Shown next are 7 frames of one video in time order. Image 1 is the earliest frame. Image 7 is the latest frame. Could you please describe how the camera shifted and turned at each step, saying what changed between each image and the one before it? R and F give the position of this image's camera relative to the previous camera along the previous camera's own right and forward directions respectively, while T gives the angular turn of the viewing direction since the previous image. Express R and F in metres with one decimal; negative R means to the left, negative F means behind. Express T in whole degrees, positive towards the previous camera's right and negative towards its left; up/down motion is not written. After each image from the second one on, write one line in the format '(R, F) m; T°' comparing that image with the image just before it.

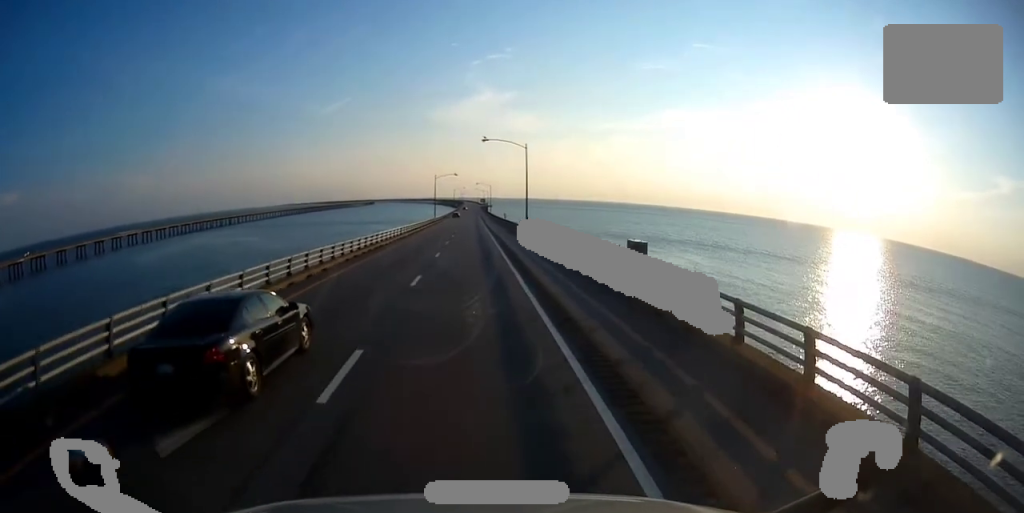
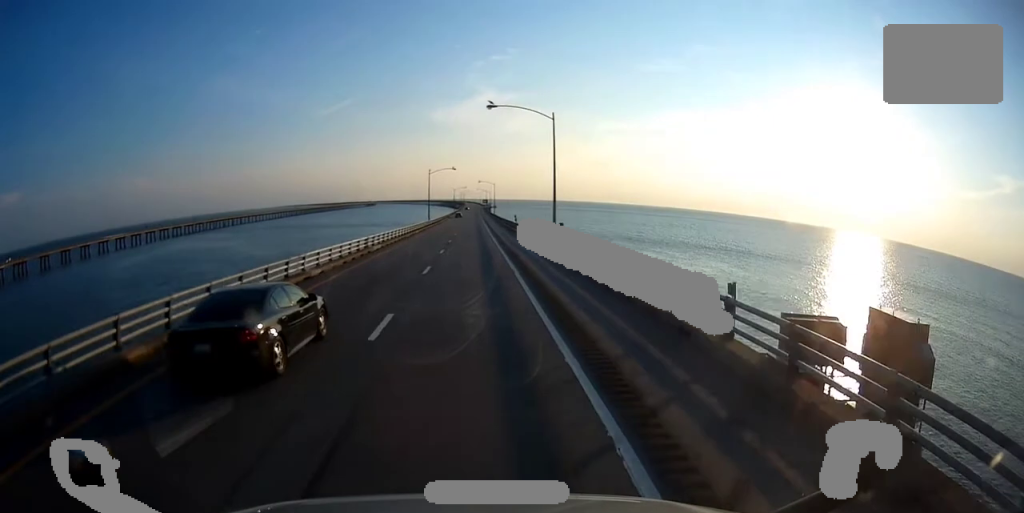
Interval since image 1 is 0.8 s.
(-0.2, +20.1) m; 0°
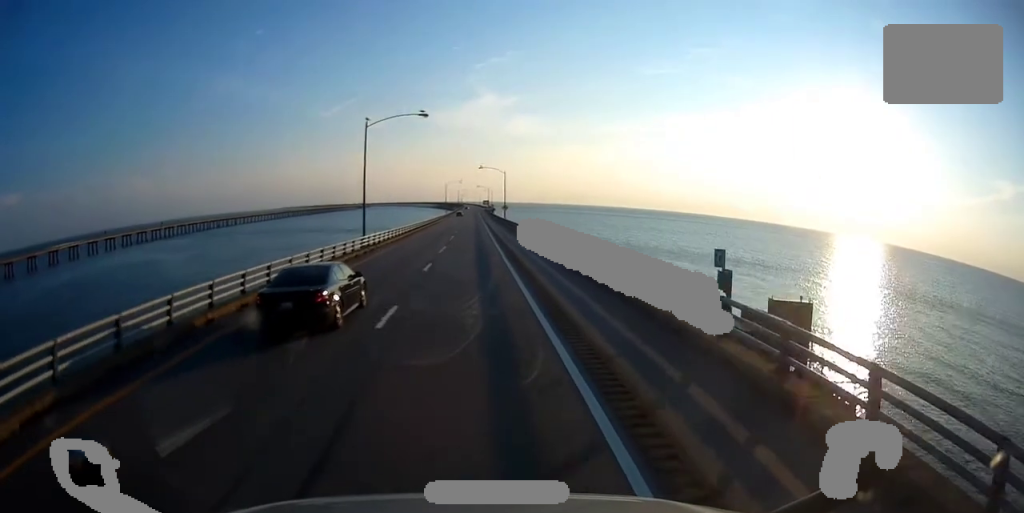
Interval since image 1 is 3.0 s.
(-0.8, +58.2) m; 0°
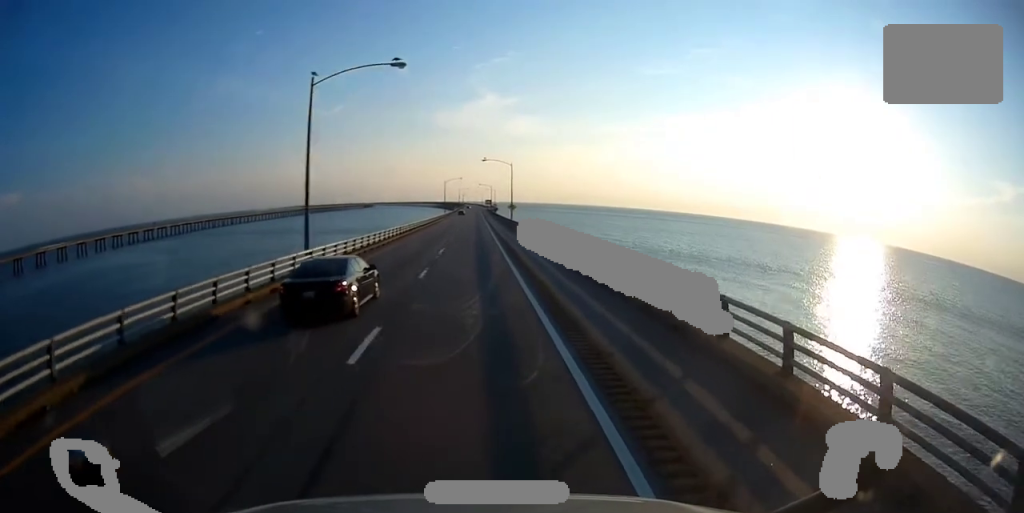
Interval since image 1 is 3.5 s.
(+0.3, +14.8) m; +1°
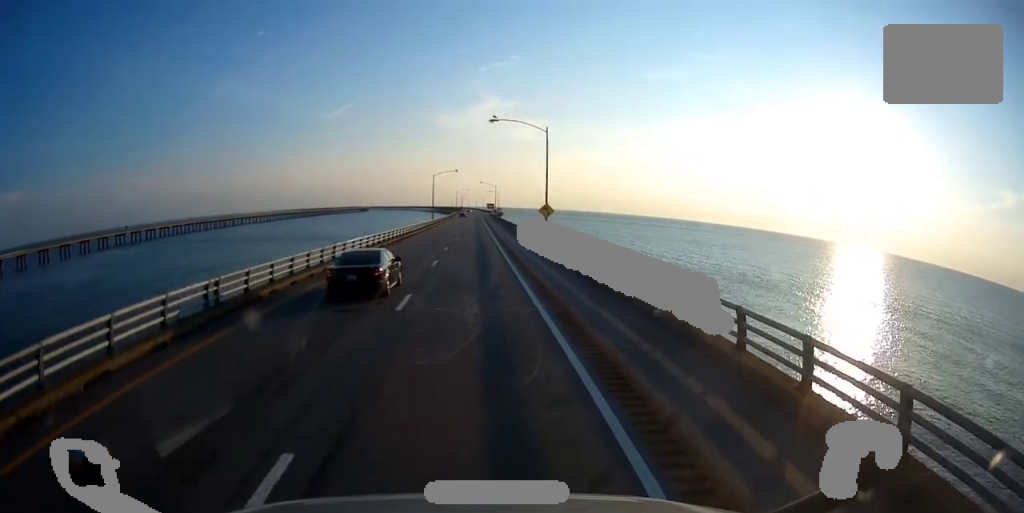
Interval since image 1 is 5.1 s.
(+0.3, +42.2) m; -2°
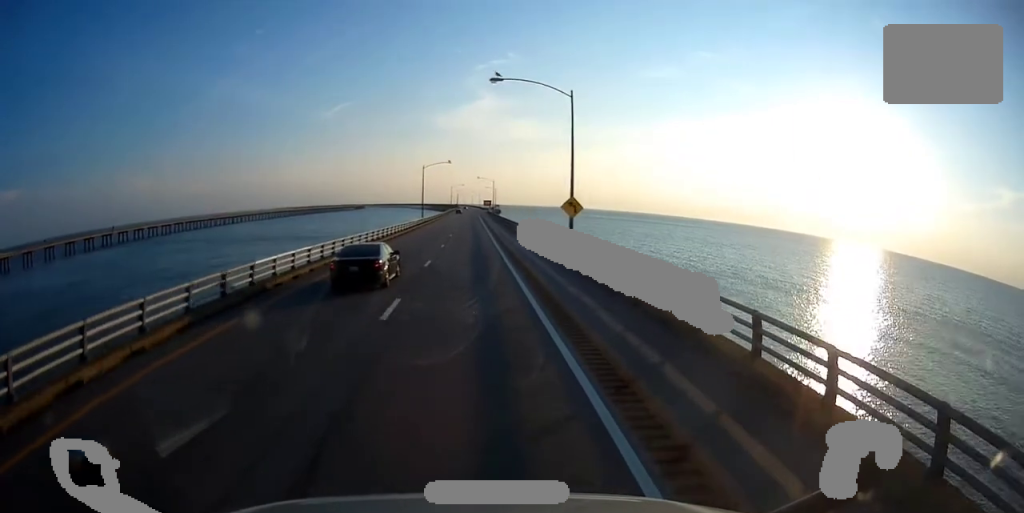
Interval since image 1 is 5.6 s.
(-0.3, +13.7) m; +1°
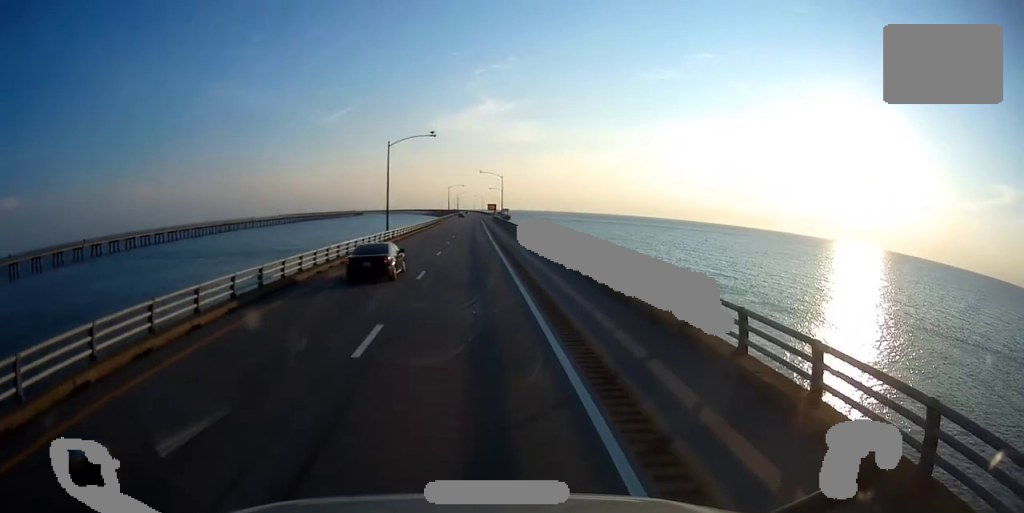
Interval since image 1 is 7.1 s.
(+1.1, +39.0) m; +2°
